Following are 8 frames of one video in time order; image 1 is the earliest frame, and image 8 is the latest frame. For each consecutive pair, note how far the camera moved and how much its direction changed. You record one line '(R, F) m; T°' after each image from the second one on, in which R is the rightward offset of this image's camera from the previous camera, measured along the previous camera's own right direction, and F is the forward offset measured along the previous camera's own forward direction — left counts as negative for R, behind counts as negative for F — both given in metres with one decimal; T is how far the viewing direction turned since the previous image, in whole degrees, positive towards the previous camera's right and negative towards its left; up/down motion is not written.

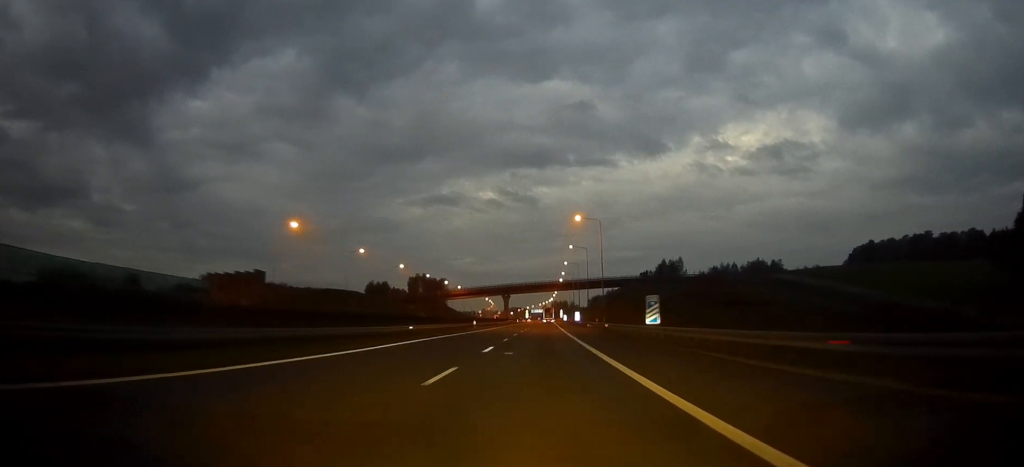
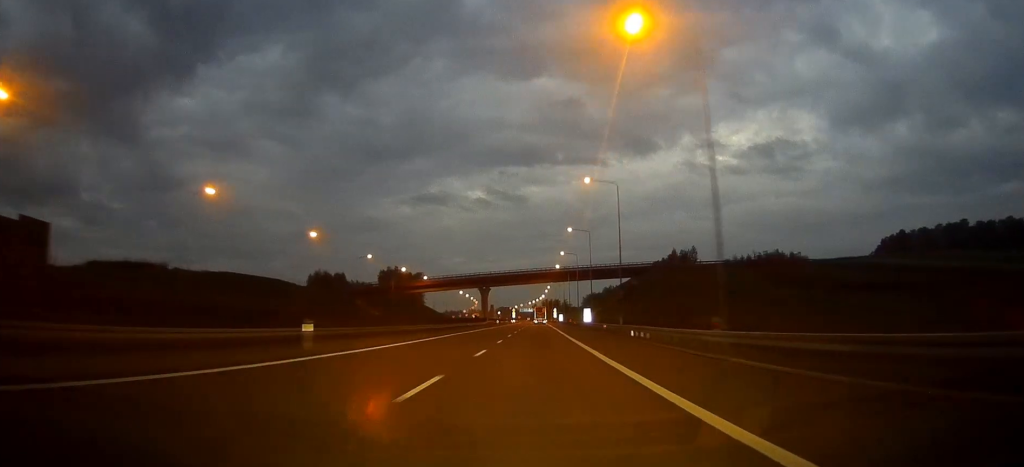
(+0.4, +50.5) m; +1°
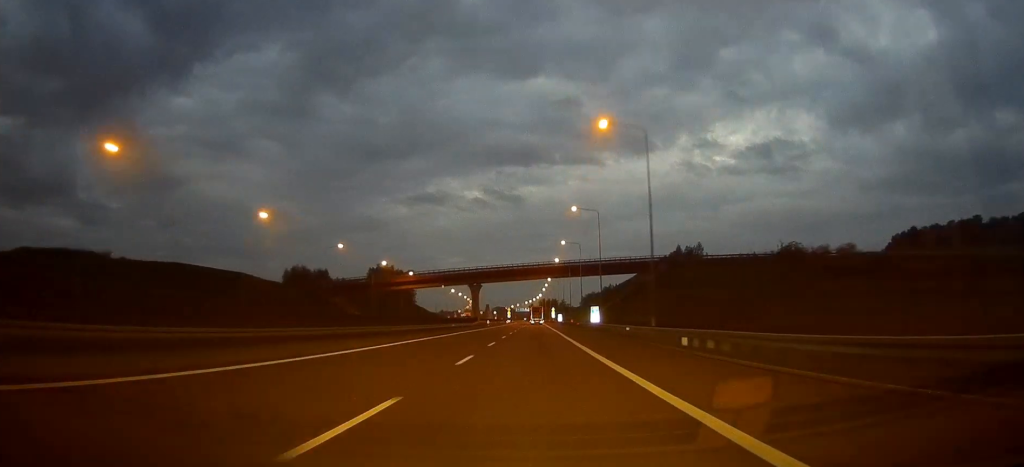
(+0.1, +15.0) m; 0°
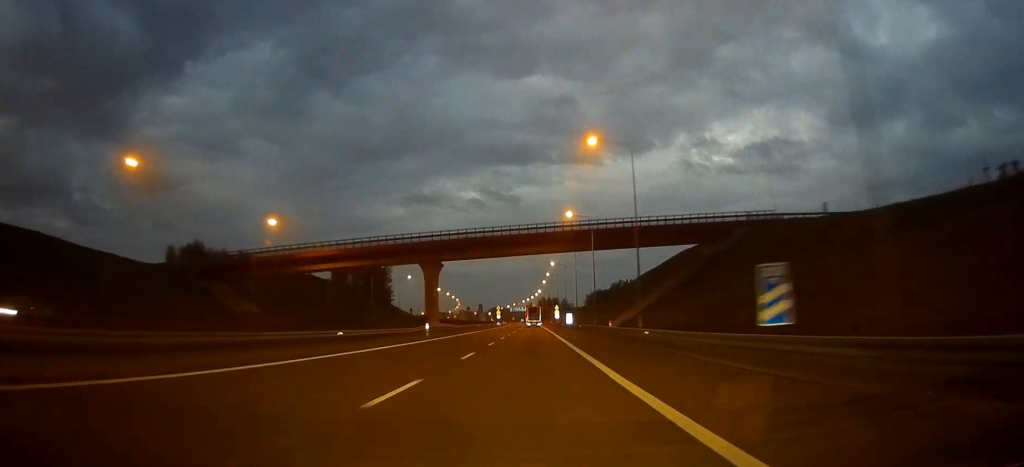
(+0.2, +57.0) m; 0°
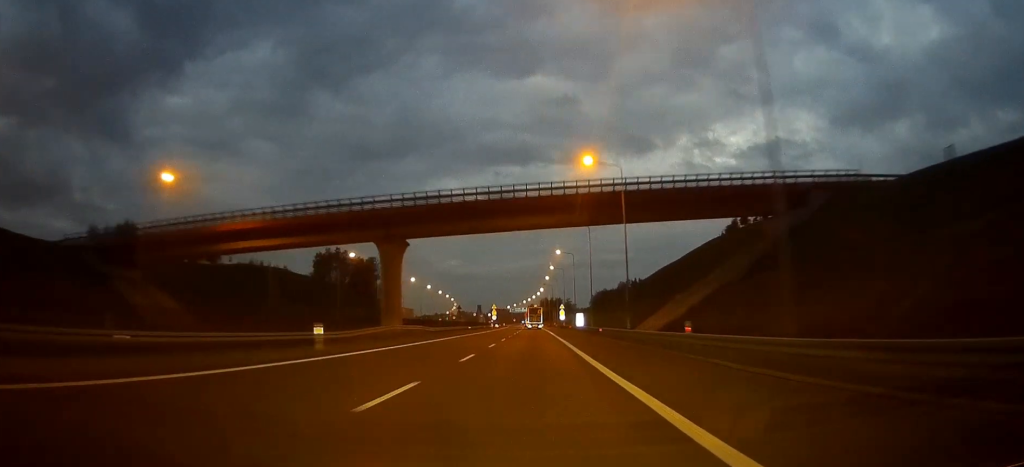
(-0.1, +24.8) m; 0°
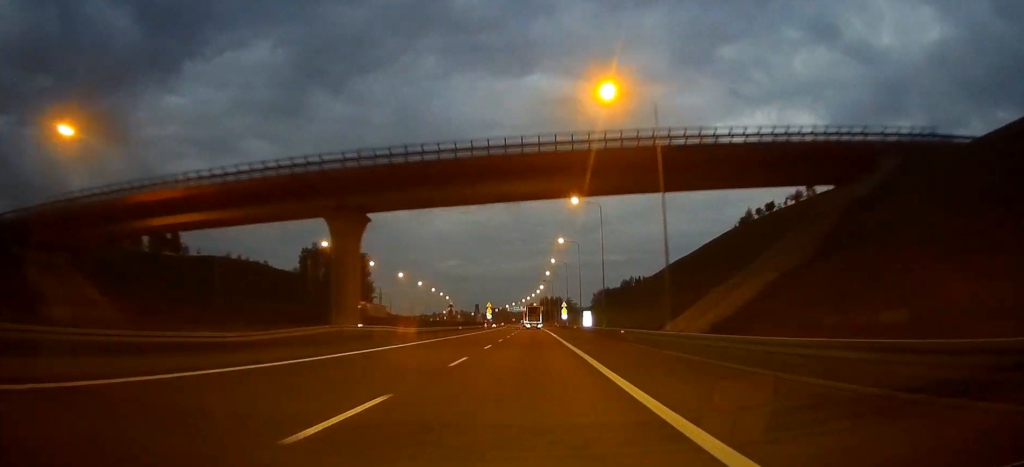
(0.0, +14.6) m; 0°
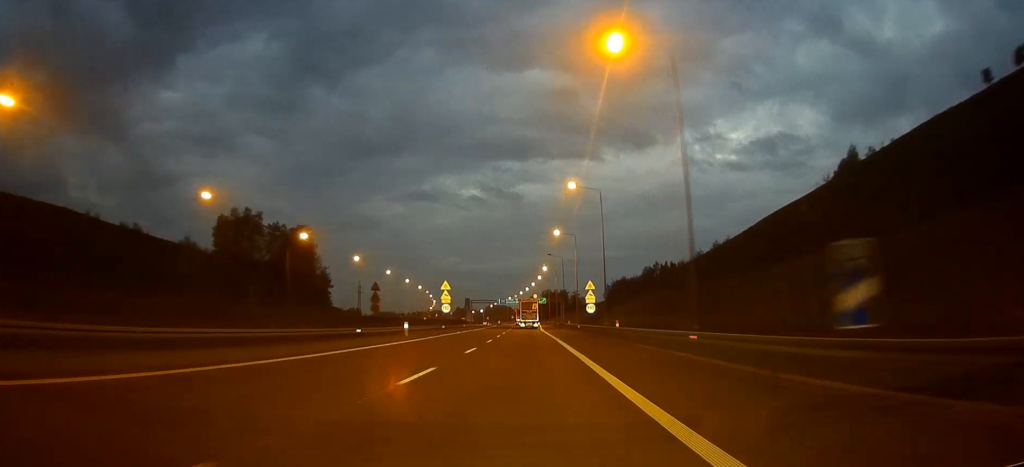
(+0.2, +66.1) m; 0°
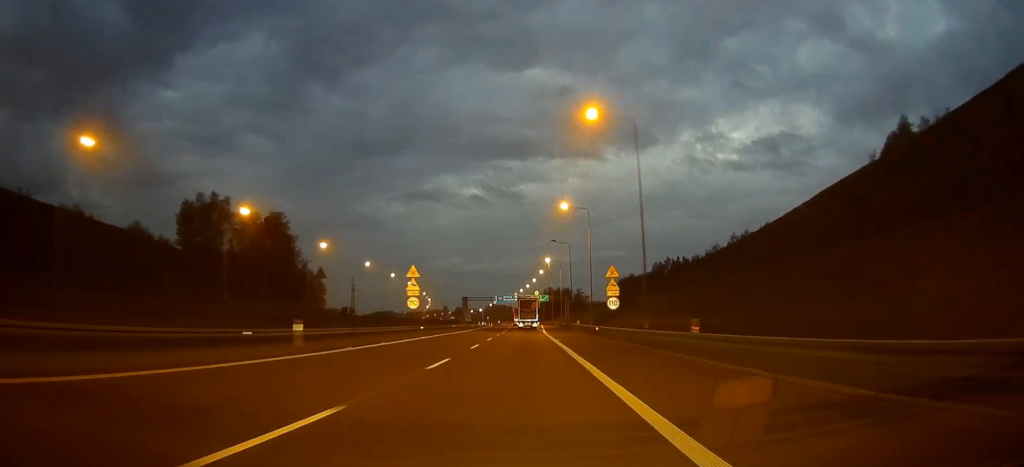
(0.0, +20.0) m; 0°
